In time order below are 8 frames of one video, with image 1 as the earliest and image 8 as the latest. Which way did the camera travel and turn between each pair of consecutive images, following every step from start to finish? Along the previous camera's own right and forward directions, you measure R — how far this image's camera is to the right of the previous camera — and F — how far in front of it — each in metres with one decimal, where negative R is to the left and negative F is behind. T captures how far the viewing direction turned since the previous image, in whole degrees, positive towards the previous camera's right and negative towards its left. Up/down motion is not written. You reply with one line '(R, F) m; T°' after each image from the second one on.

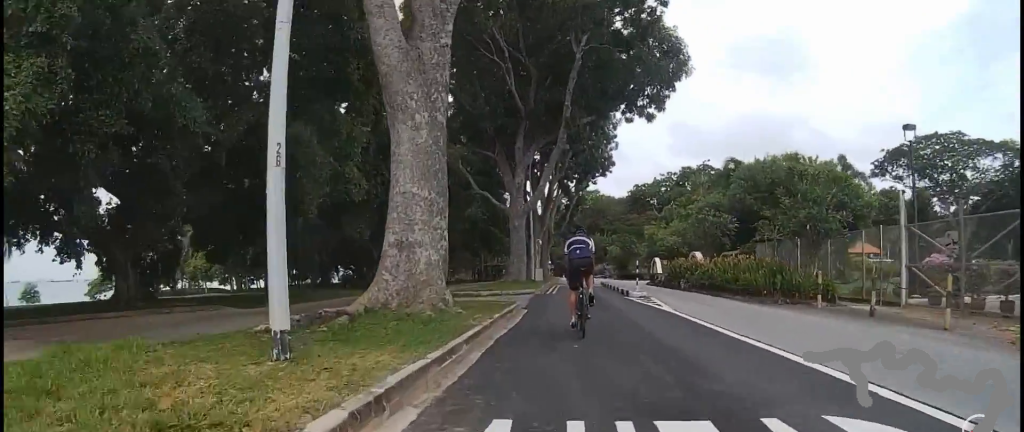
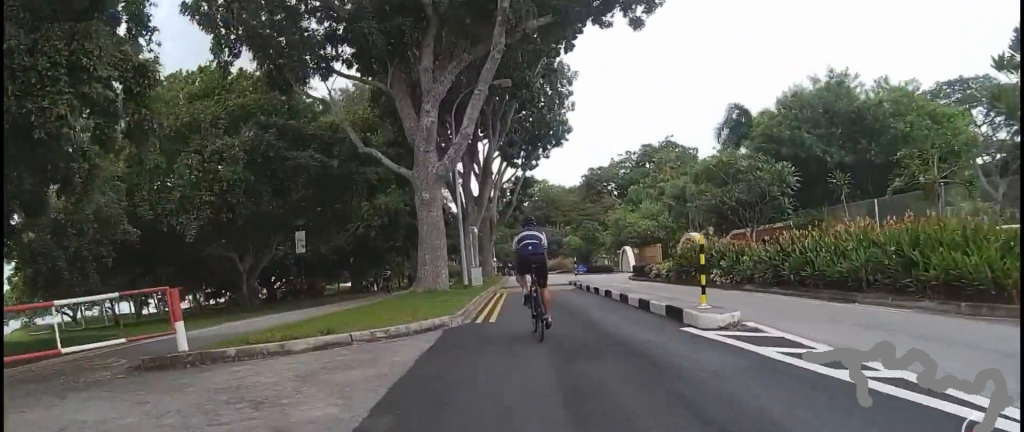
(0.0, +12.5) m; 0°
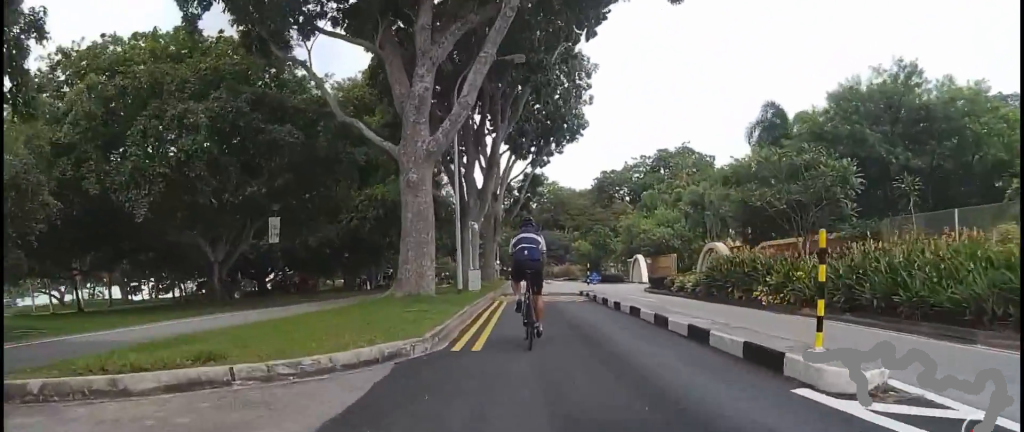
(0.0, +3.0) m; 0°
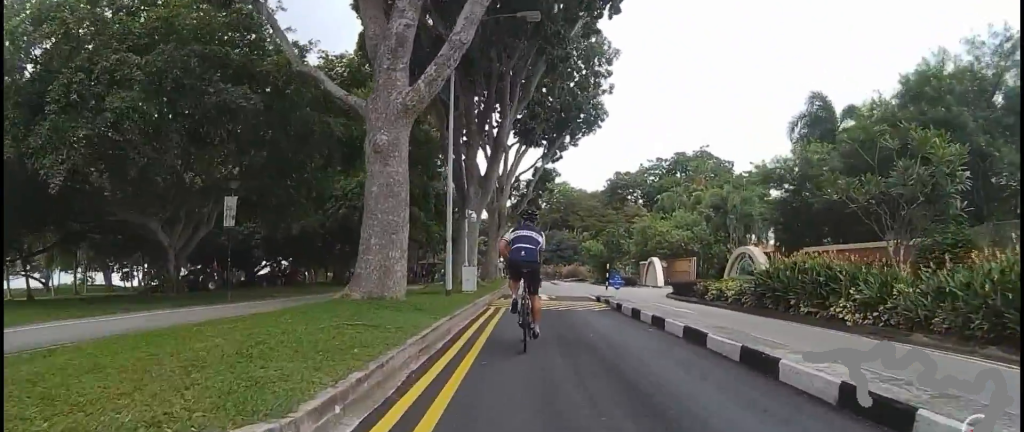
(0.0, +3.6) m; 0°
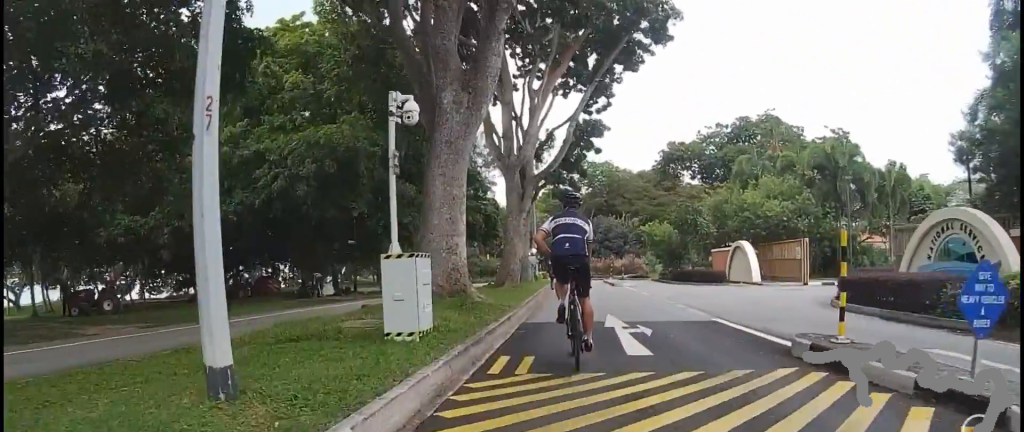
(0.0, +11.3) m; 0°
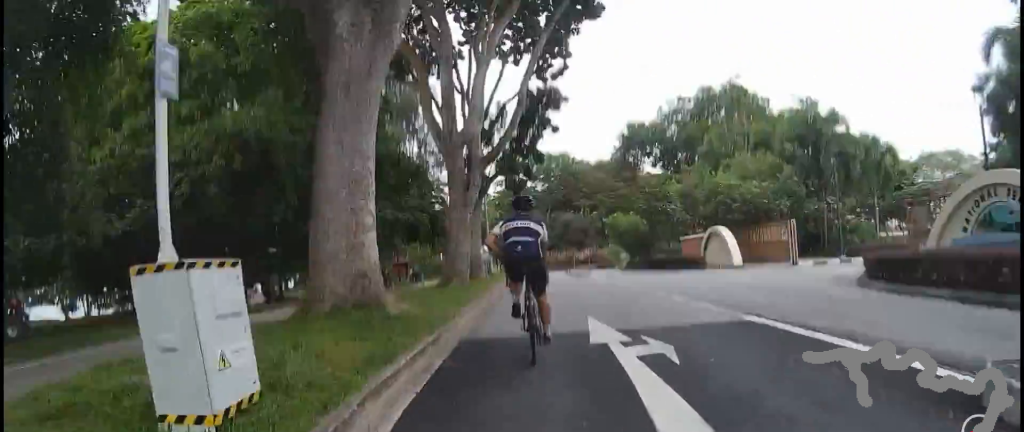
(0.0, +2.8) m; -1°
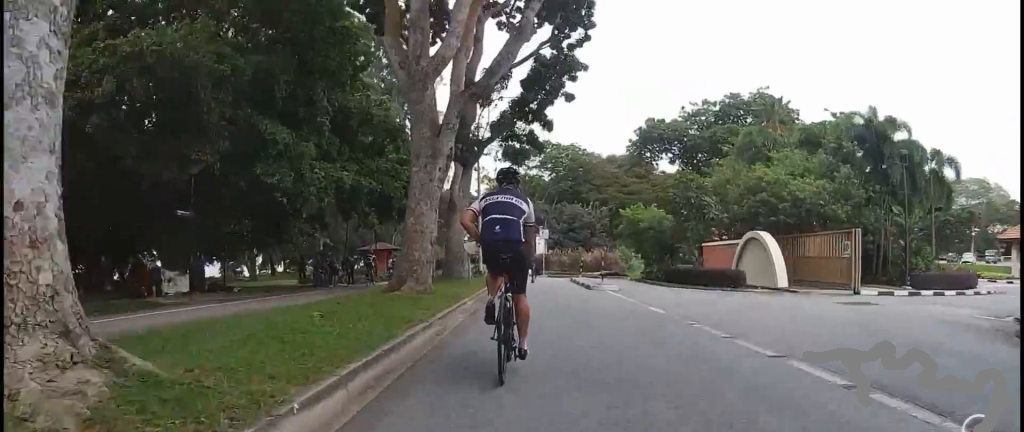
(-0.1, +4.0) m; -11°
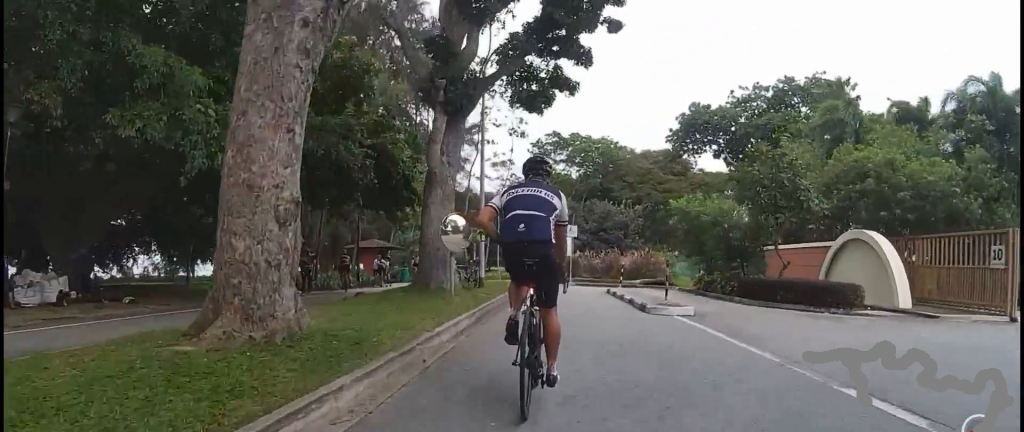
(-1.0, +4.1) m; -14°
